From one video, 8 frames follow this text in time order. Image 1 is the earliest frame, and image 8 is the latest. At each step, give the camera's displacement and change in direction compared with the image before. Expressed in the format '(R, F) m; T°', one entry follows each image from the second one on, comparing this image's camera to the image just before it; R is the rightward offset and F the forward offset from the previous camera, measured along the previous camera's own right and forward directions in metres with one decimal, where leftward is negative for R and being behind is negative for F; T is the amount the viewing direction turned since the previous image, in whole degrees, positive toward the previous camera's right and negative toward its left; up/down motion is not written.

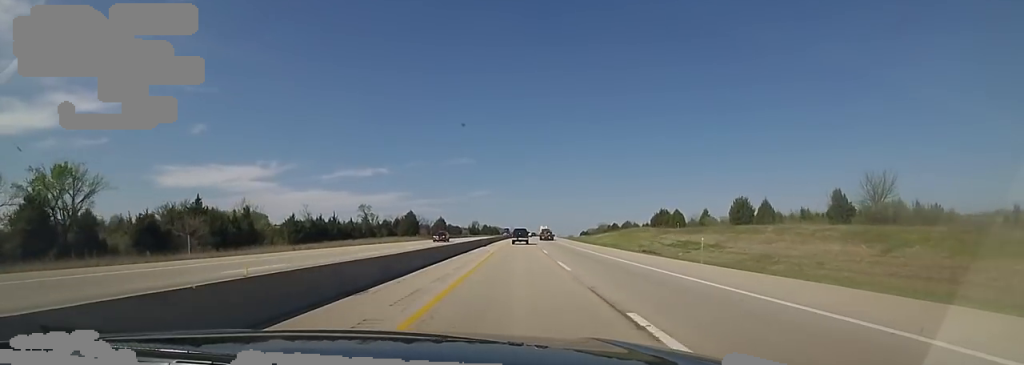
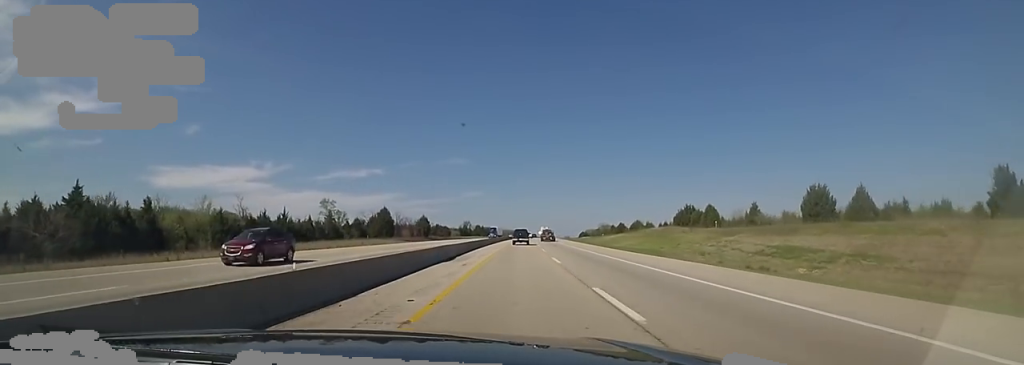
(-0.6, +26.1) m; +2°
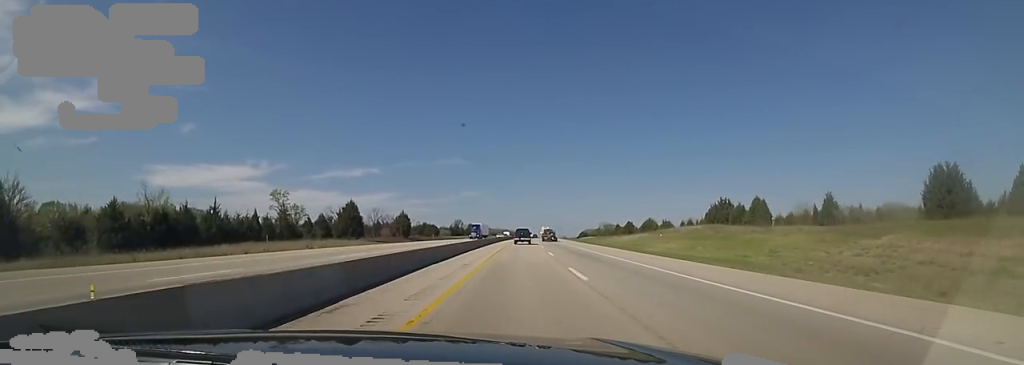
(+0.8, +23.5) m; +1°
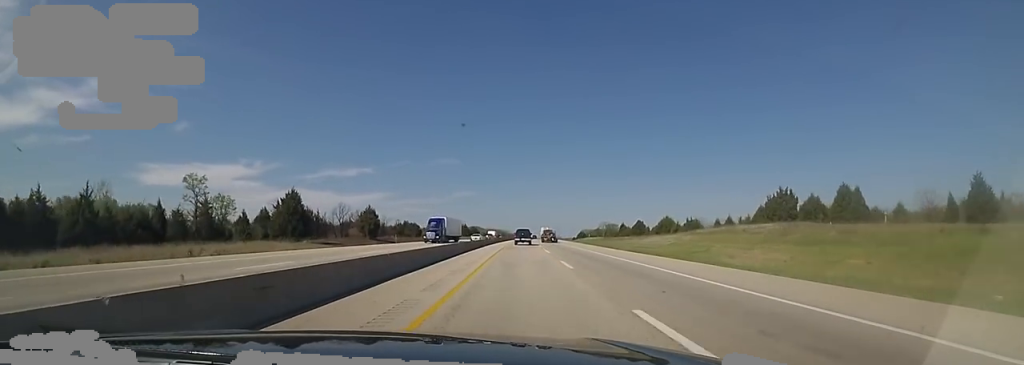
(+0.8, +25.7) m; 0°
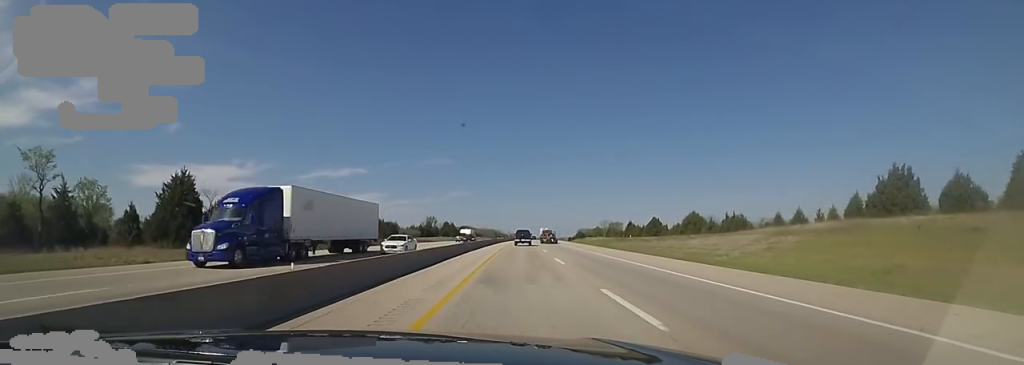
(-0.8, +26.8) m; -2°
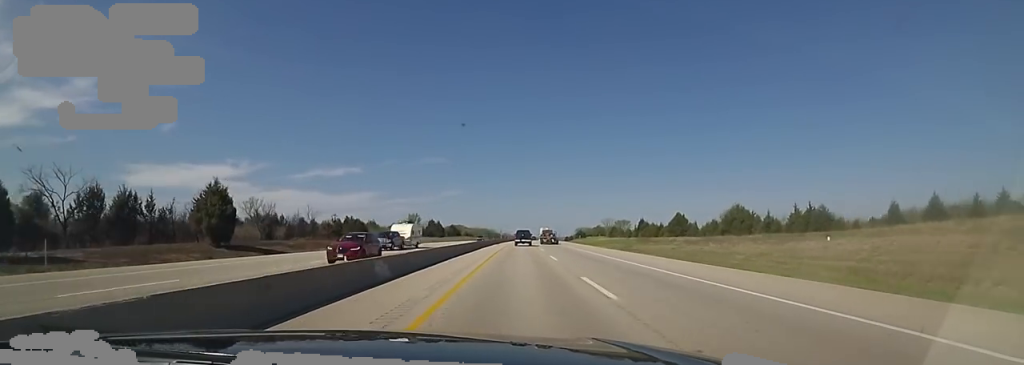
(0.0, +28.0) m; +2°
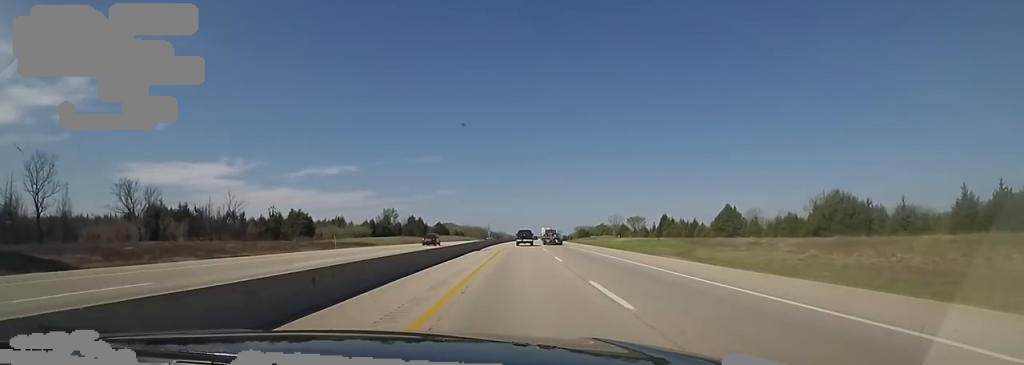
(+1.2, +31.6) m; +1°
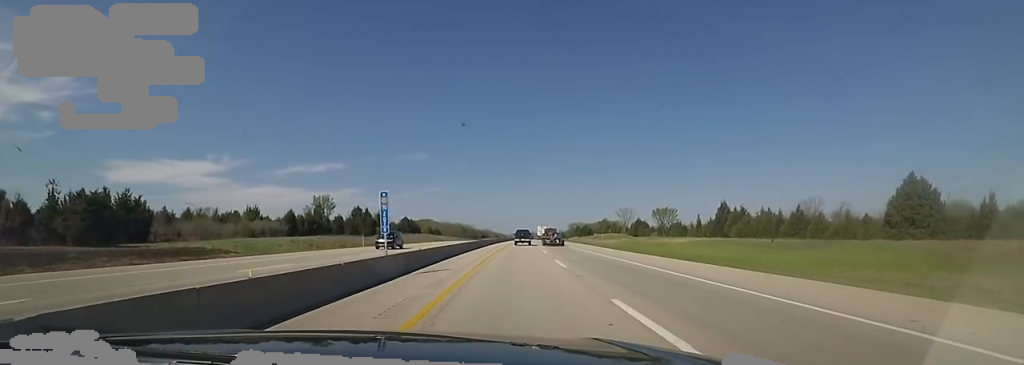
(-1.1, +49.3) m; 0°
